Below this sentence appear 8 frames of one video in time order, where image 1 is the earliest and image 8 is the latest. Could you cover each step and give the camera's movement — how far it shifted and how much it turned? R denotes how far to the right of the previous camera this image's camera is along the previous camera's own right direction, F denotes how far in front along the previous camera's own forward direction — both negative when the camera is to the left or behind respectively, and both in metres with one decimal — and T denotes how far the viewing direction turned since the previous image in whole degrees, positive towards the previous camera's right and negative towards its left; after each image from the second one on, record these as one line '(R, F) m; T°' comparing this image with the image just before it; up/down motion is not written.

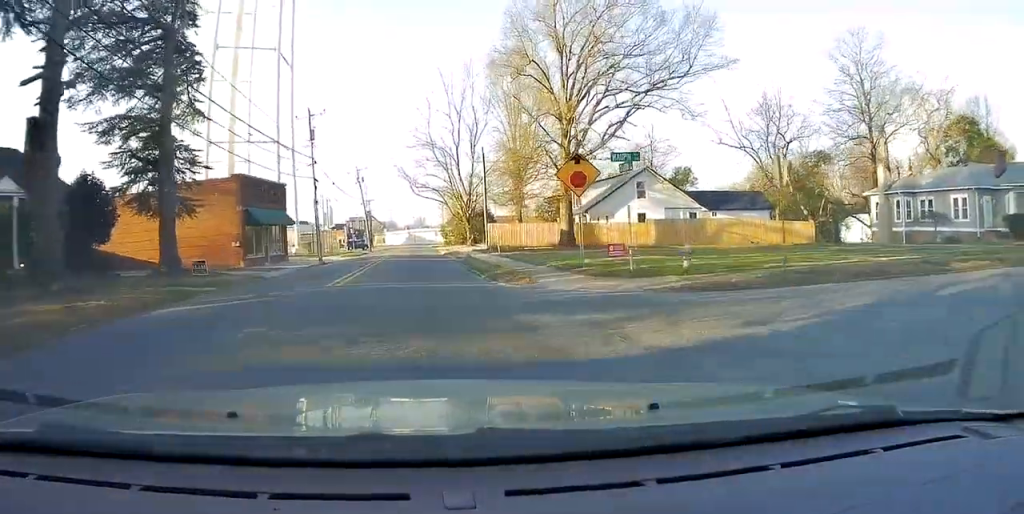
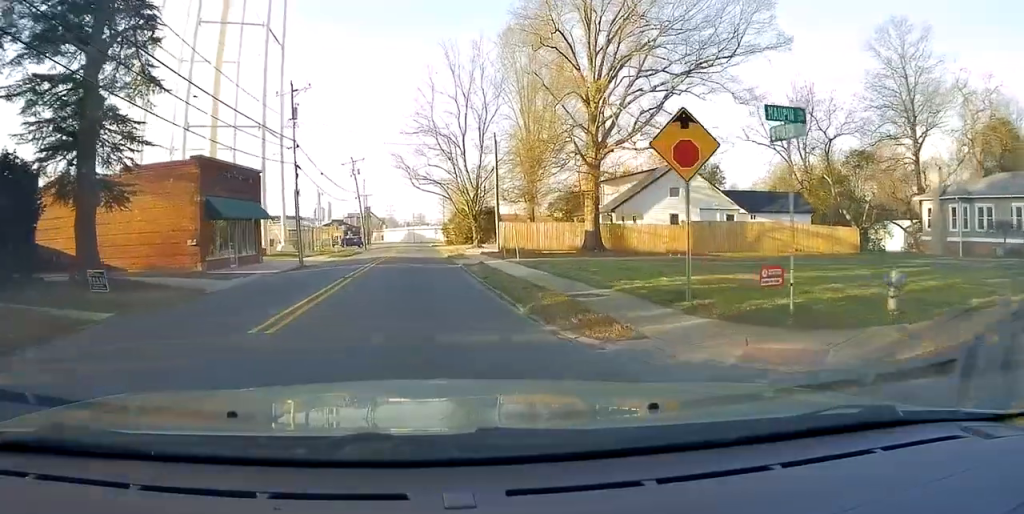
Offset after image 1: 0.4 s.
(+0.2, +6.5) m; -1°
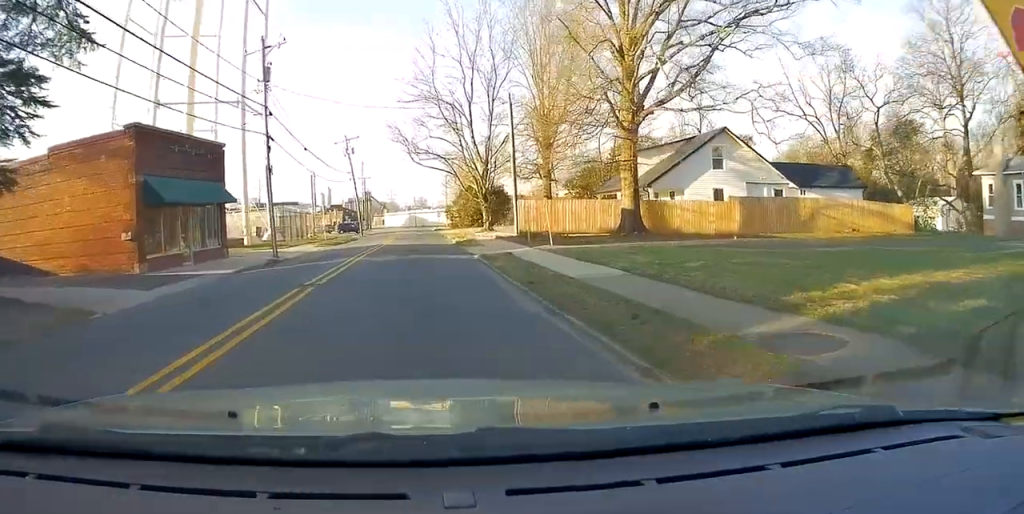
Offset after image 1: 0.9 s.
(+0.3, +6.5) m; -1°
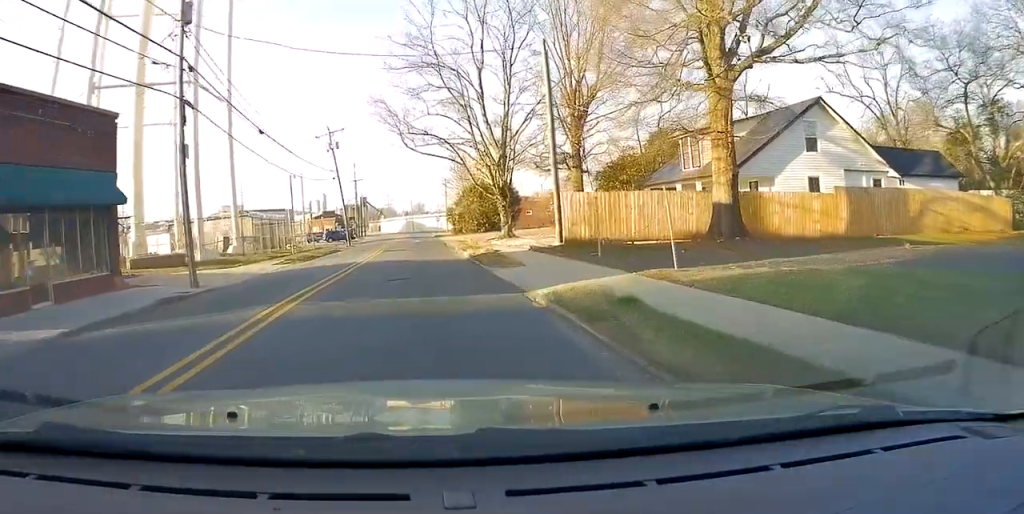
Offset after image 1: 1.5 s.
(-0.7, +10.1) m; +1°
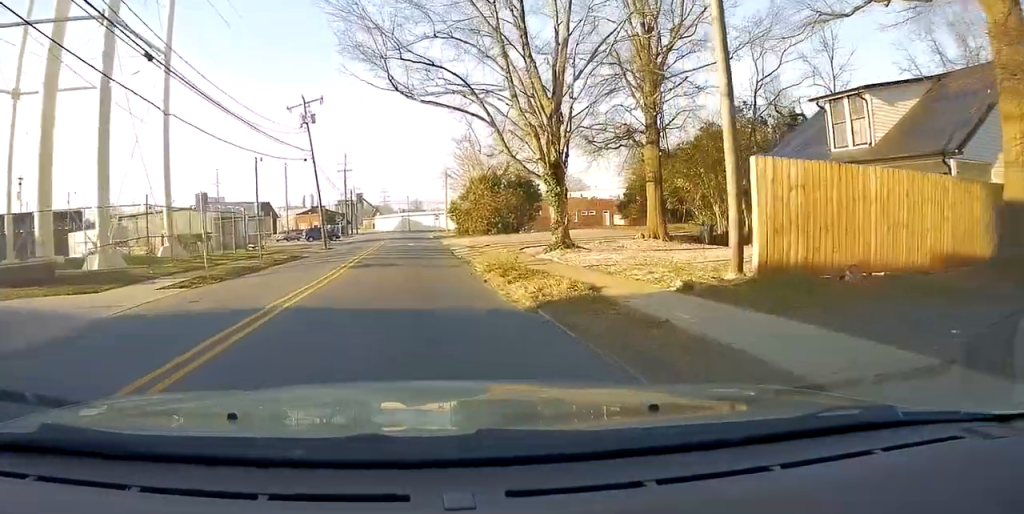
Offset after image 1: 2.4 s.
(+0.4, +12.3) m; +2°
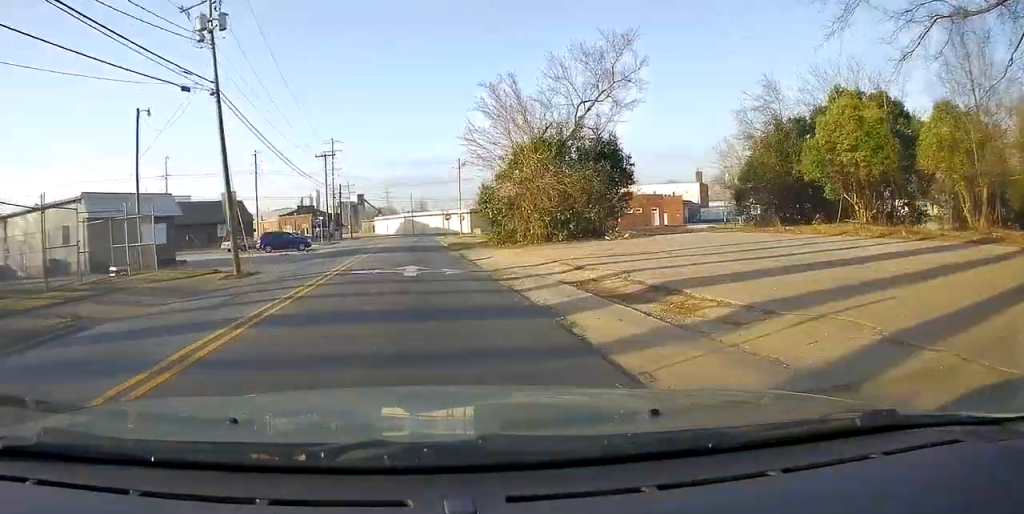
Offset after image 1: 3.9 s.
(0.0, +22.4) m; -1°
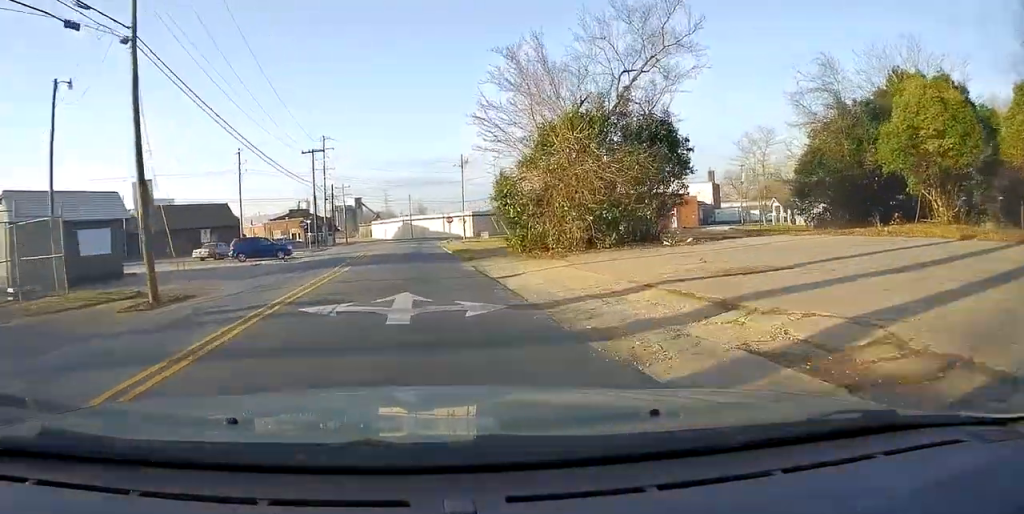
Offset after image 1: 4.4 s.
(0.0, +7.1) m; +1°
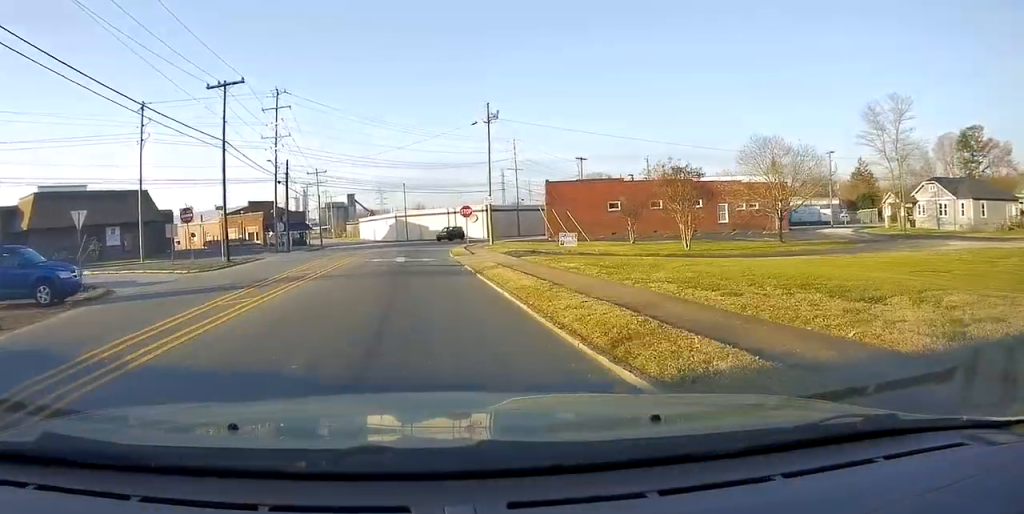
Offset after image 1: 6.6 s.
(+0.4, +27.1) m; -1°
